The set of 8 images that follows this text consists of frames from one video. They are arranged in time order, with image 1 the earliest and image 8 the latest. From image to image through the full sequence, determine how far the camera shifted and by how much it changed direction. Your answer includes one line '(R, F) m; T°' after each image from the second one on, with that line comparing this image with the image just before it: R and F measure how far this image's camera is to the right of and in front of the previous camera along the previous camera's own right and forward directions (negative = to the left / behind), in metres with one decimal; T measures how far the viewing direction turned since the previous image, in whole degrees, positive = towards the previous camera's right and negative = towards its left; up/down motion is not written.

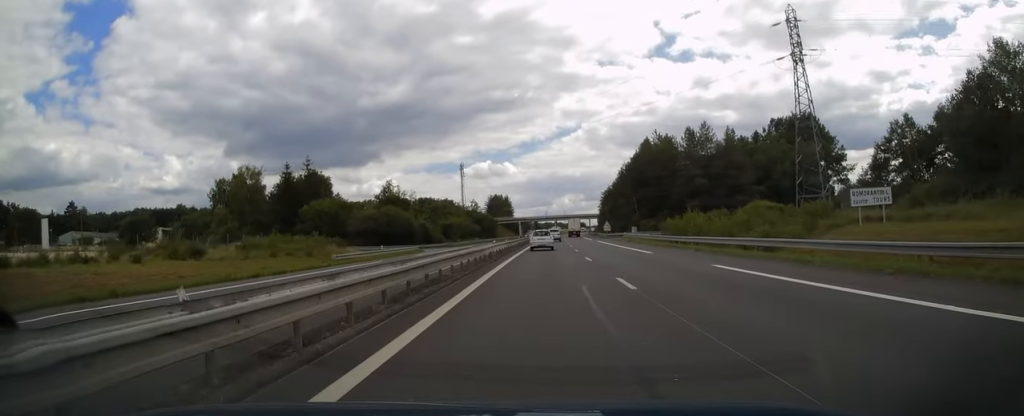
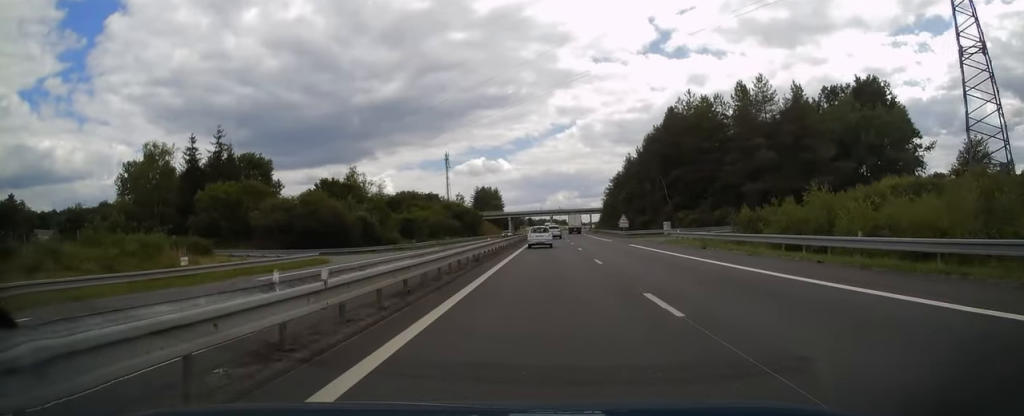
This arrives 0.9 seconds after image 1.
(+0.3, +30.4) m; +1°
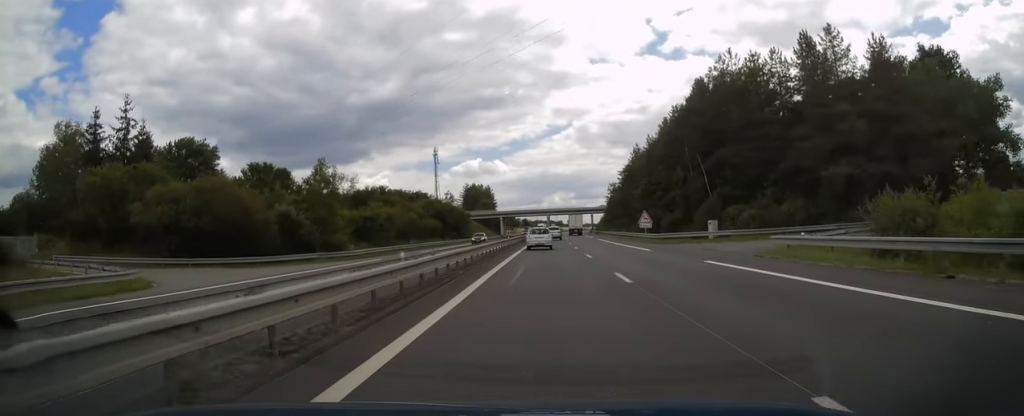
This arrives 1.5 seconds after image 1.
(+0.1, +20.4) m; 0°
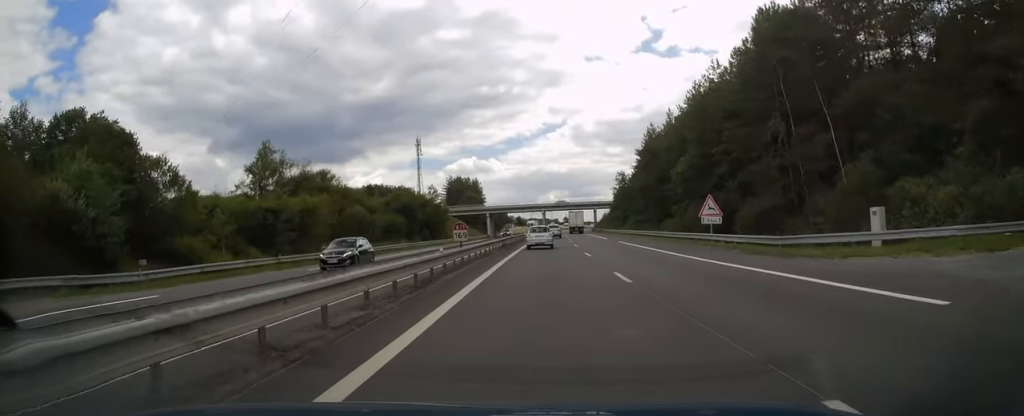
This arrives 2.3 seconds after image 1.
(0.0, +26.4) m; 0°
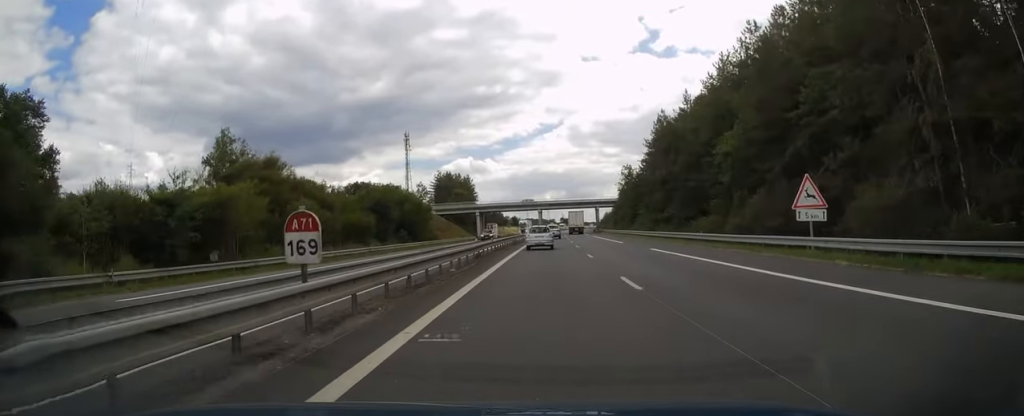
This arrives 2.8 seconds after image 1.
(+0.1, +14.8) m; 0°
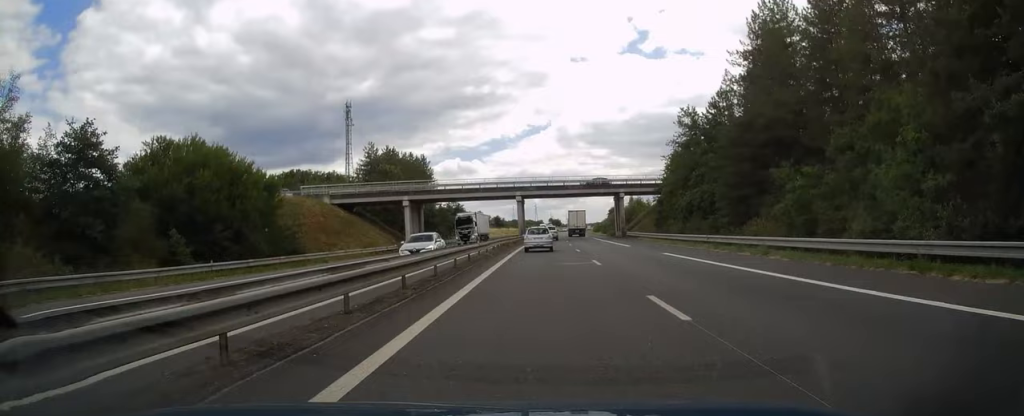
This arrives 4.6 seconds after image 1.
(+0.5, +57.2) m; +1°
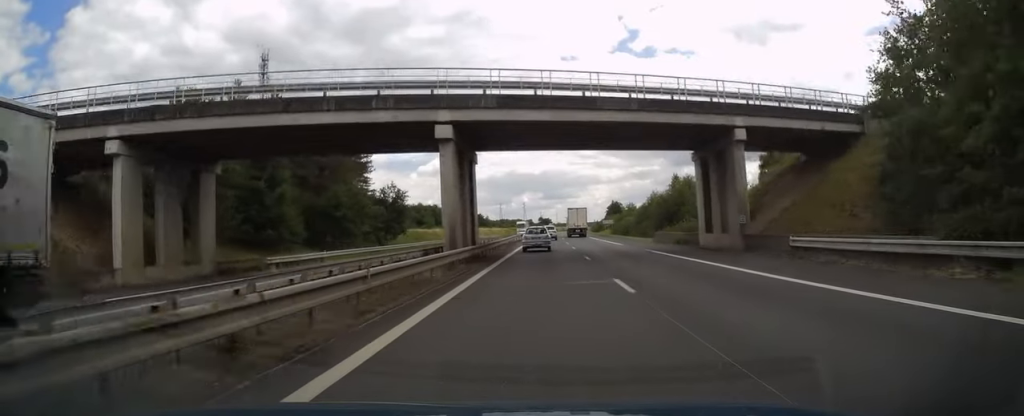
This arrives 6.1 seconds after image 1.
(+0.4, +48.5) m; +1°
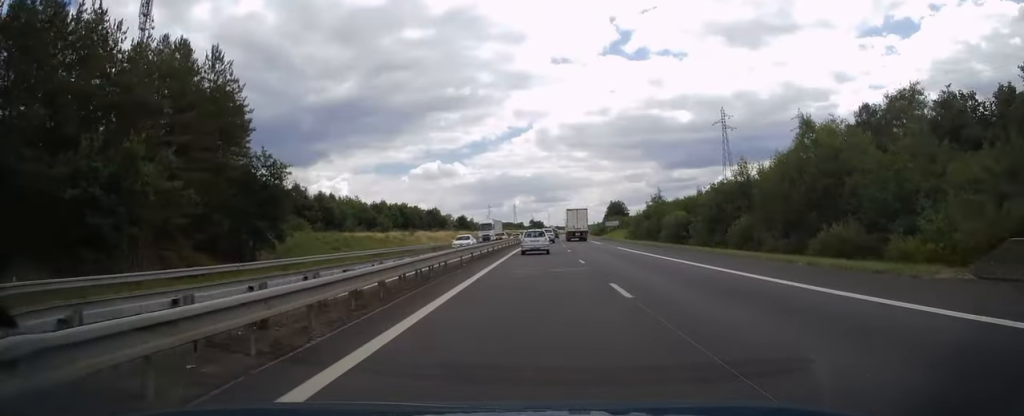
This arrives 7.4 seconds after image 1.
(+0.3, +39.6) m; +1°
